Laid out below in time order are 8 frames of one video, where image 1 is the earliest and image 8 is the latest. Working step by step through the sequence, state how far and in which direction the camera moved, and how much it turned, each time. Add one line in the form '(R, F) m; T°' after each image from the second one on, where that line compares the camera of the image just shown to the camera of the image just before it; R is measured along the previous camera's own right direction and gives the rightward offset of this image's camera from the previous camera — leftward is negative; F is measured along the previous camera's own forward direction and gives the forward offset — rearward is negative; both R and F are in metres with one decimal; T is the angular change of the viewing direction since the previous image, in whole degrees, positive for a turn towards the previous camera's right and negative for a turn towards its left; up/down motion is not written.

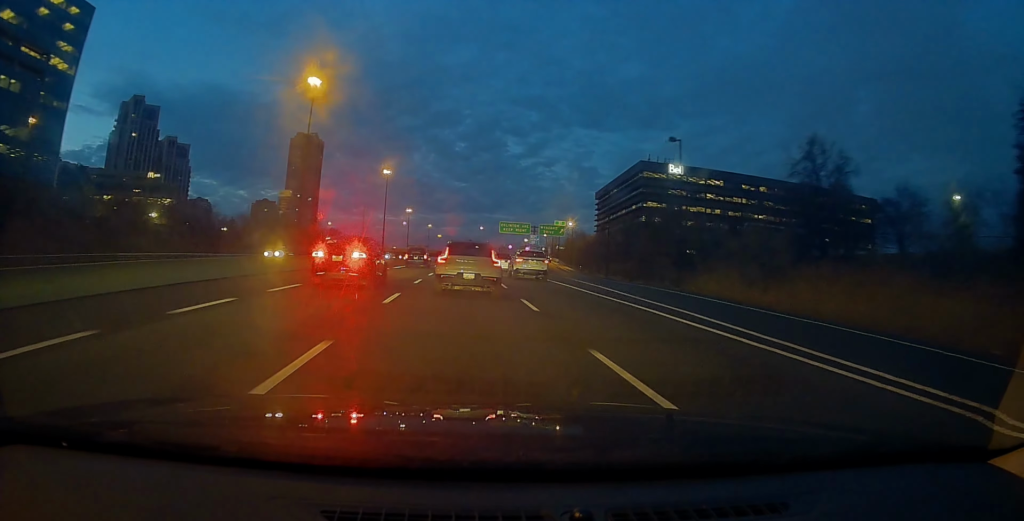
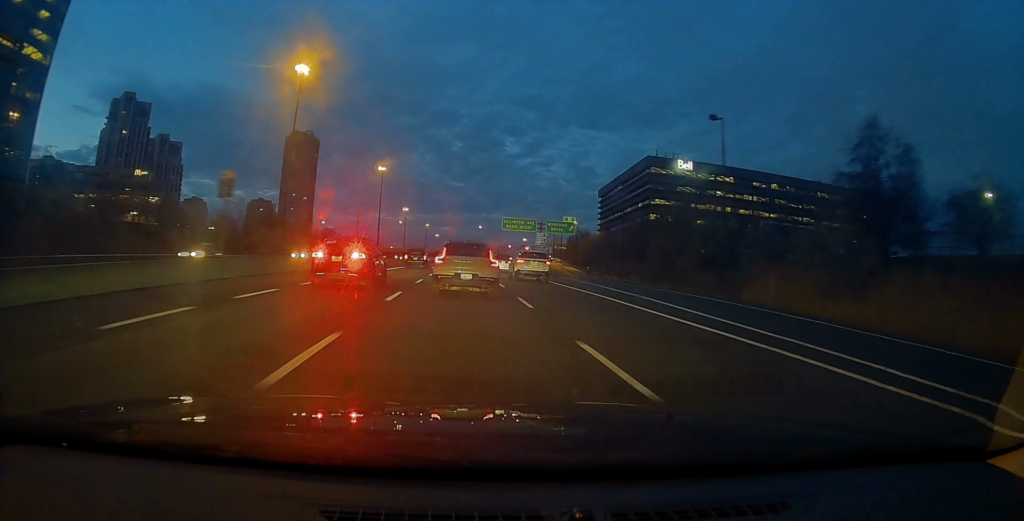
(+0.1, +8.4) m; +1°
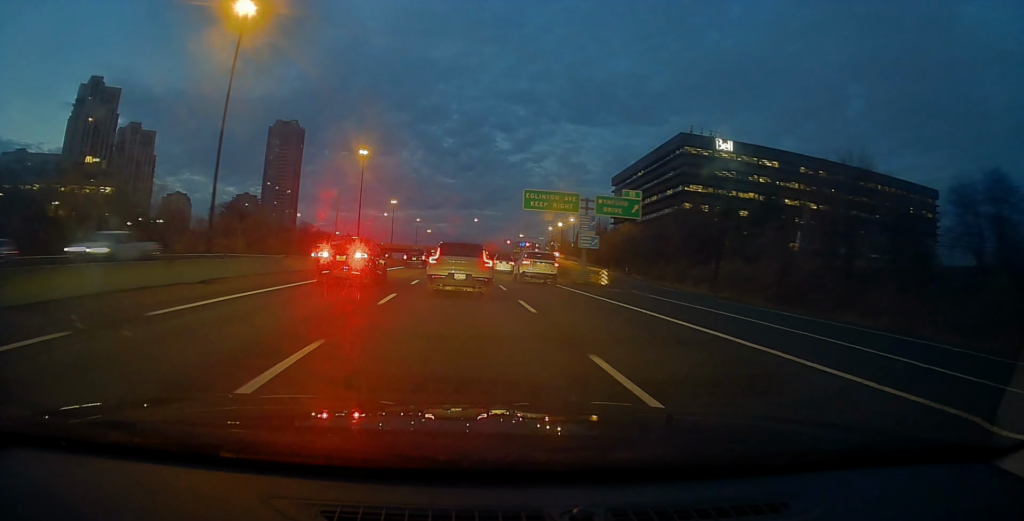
(+0.7, +28.5) m; +2°
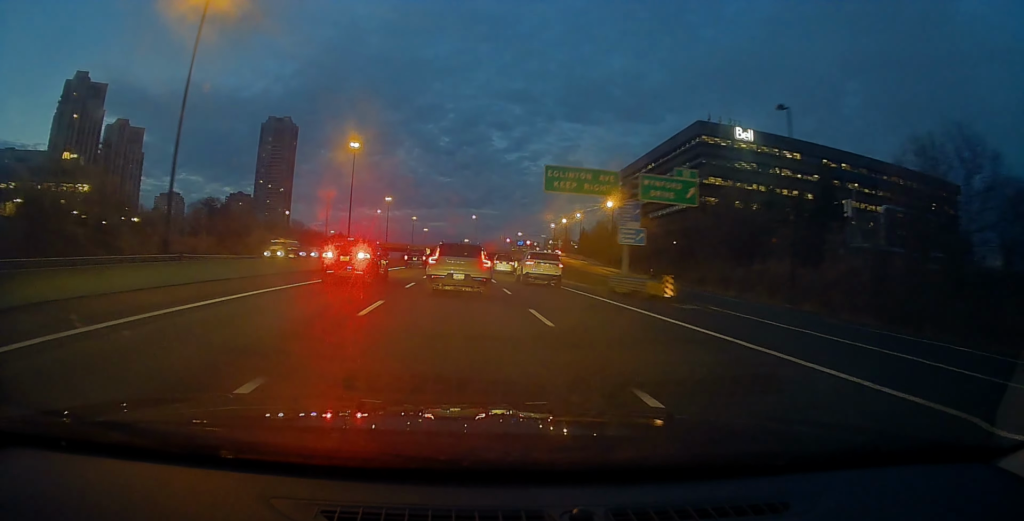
(+0.1, +11.3) m; 0°
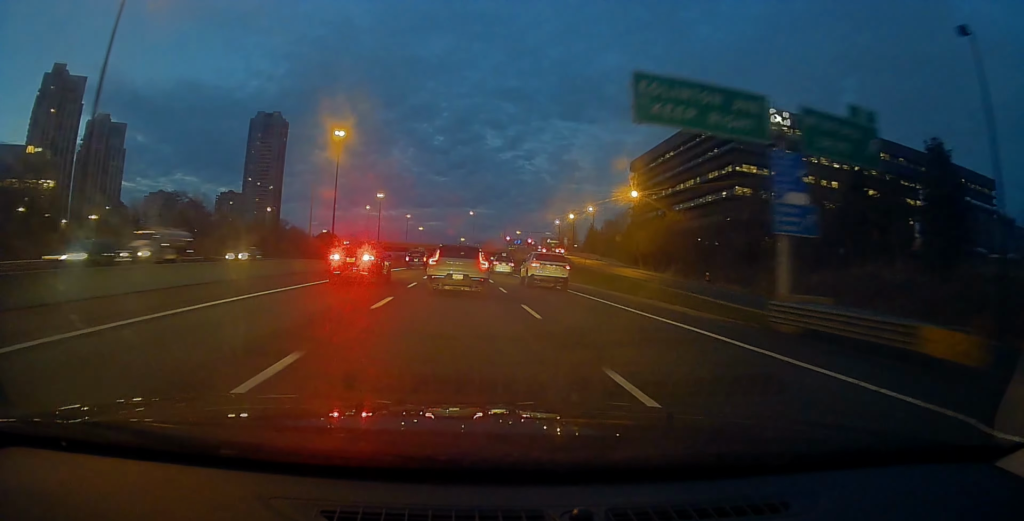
(0.0, +16.5) m; 0°
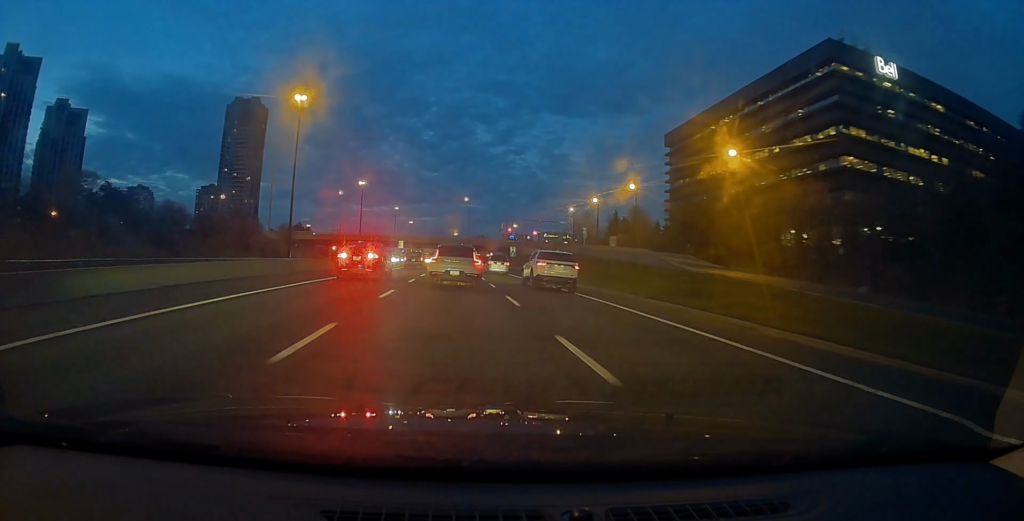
(0.0, +33.2) m; +1°
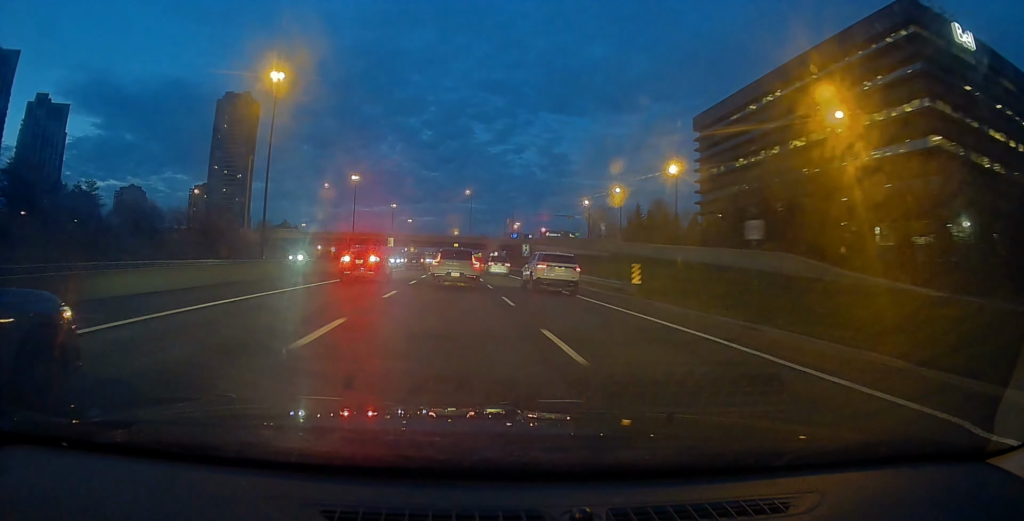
(+0.2, +17.0) m; 0°
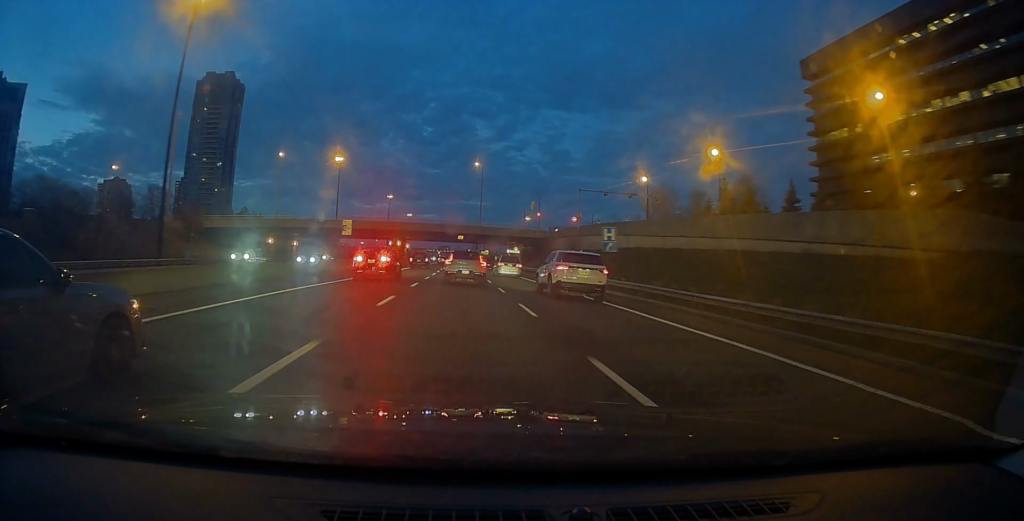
(-0.4, +38.5) m; -1°
